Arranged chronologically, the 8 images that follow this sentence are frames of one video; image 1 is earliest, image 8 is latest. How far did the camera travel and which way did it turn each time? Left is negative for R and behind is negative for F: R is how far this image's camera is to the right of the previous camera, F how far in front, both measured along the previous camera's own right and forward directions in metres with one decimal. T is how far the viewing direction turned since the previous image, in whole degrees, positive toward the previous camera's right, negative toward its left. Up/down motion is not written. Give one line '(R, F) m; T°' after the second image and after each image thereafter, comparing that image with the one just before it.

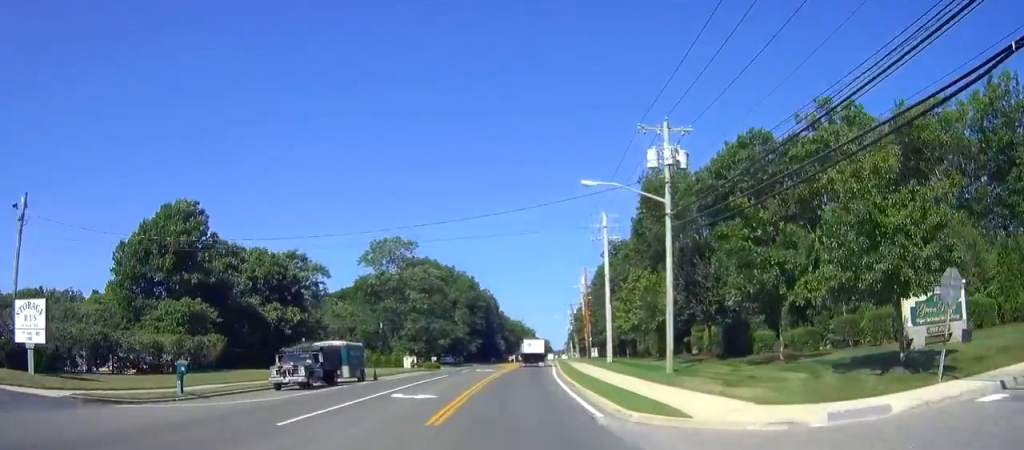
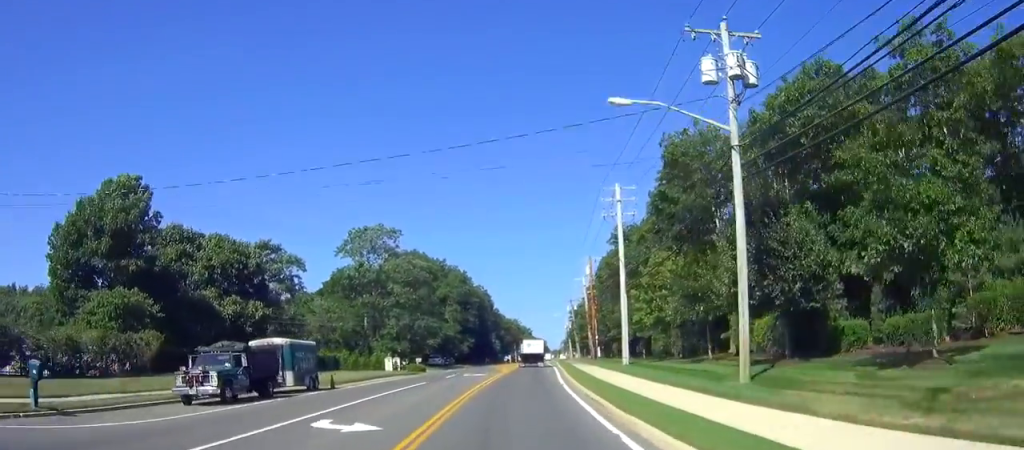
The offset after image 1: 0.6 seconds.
(0.0, +9.7) m; 0°
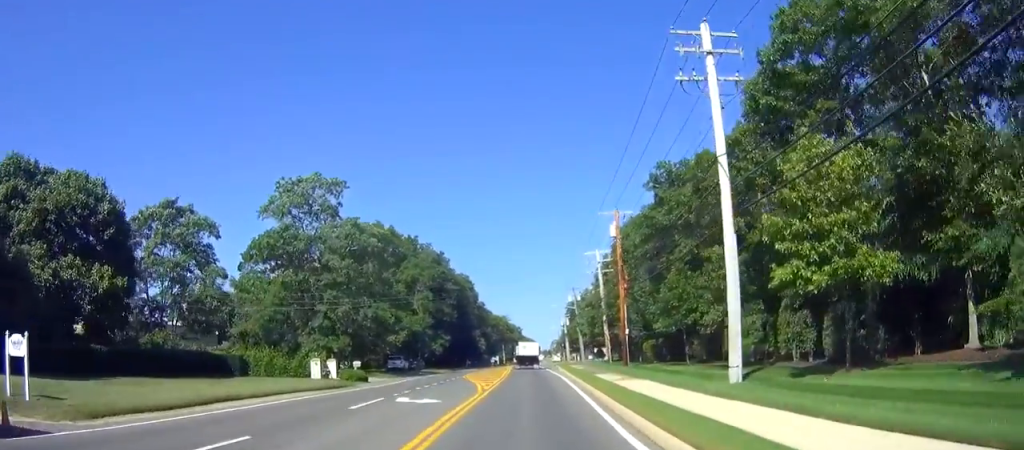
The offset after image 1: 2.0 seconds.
(+0.4, +24.0) m; +3°
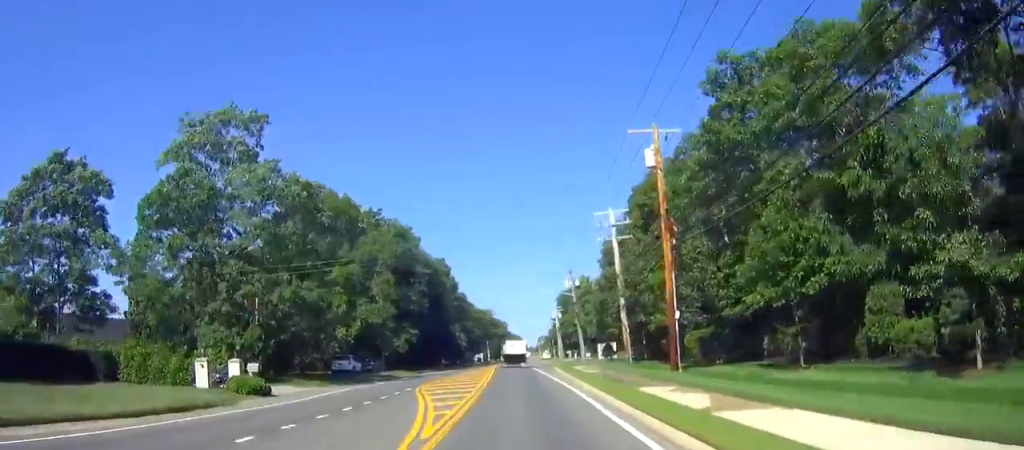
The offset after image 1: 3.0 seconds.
(+0.4, +17.1) m; +1°
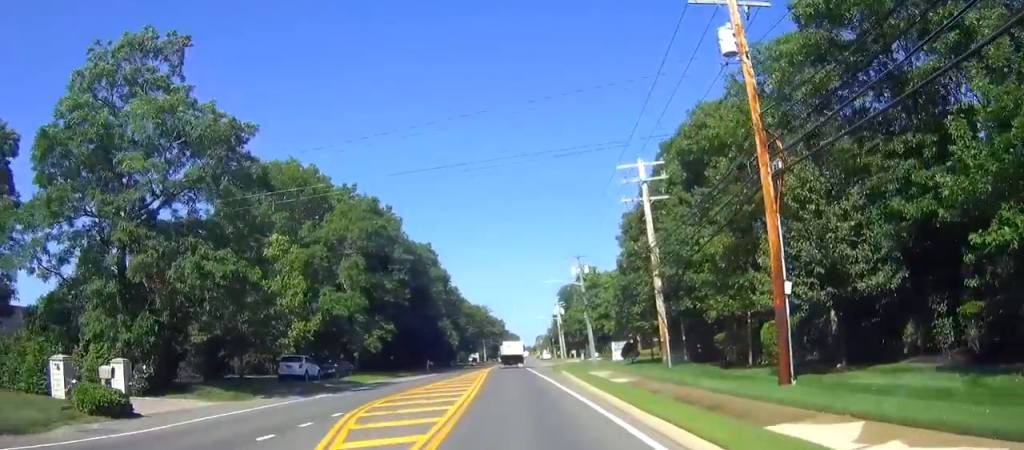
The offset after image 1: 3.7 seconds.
(0.0, +12.0) m; 0°
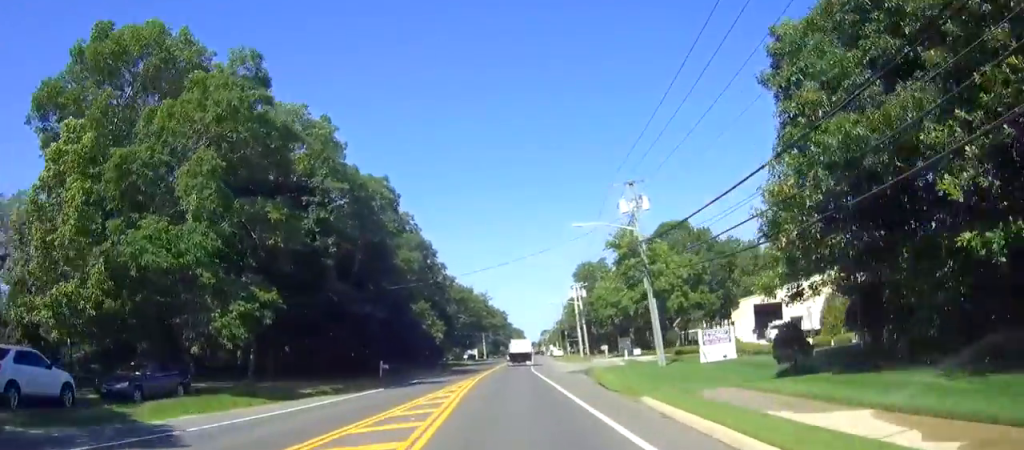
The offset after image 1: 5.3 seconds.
(0.0, +28.1) m; 0°
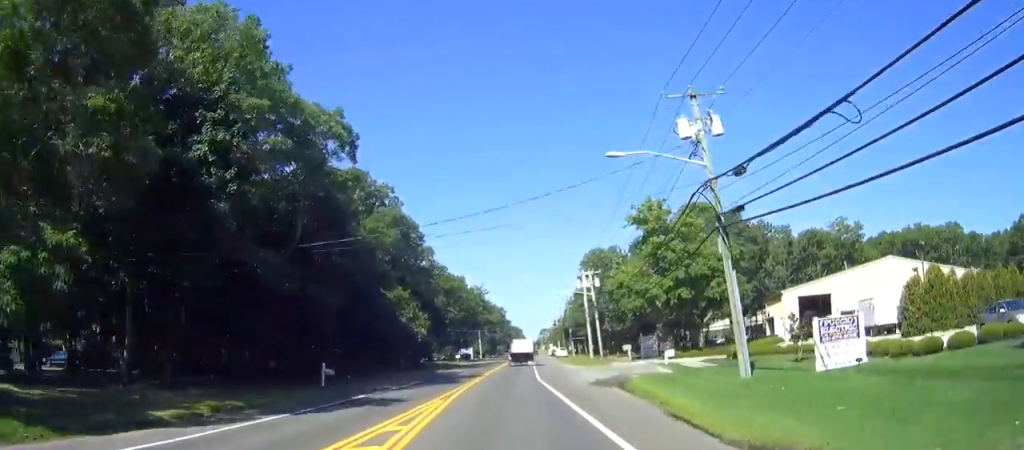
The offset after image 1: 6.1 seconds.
(0.0, +14.0) m; 0°
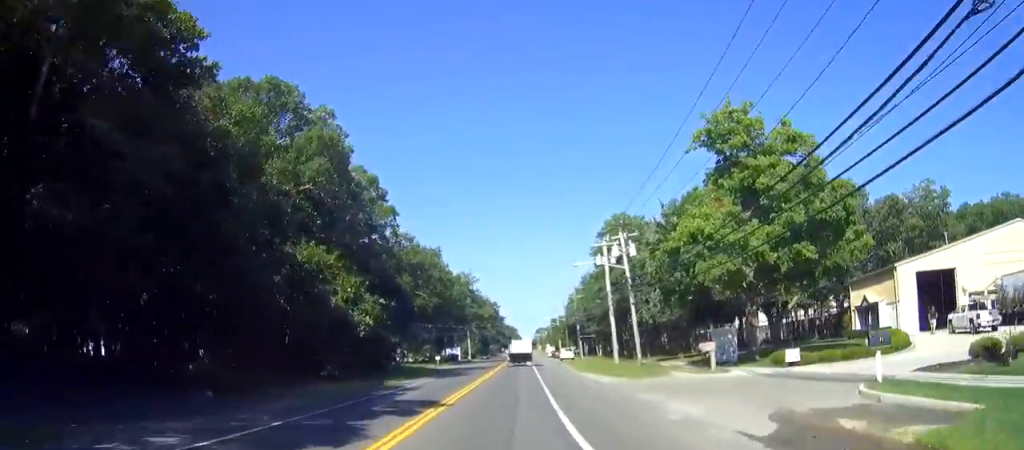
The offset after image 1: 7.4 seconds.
(0.0, +23.4) m; 0°
